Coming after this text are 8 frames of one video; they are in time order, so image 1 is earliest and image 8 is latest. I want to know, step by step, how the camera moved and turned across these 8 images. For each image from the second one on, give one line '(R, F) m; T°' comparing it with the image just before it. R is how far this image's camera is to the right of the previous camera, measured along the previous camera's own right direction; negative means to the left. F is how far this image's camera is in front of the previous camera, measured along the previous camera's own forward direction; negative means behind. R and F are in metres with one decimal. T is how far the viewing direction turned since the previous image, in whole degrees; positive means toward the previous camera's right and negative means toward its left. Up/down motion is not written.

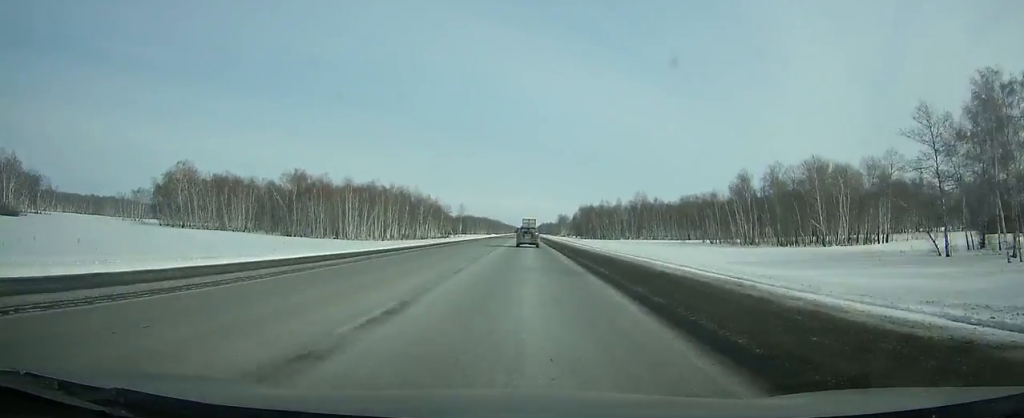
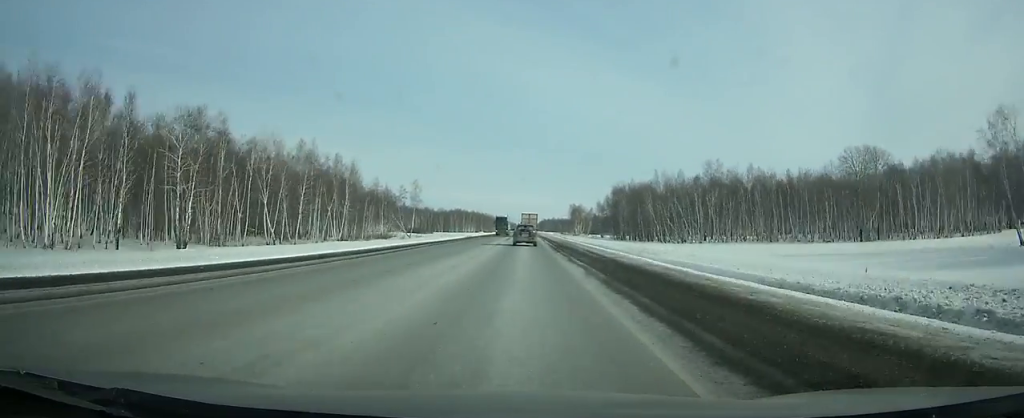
(+0.2, +111.0) m; 0°
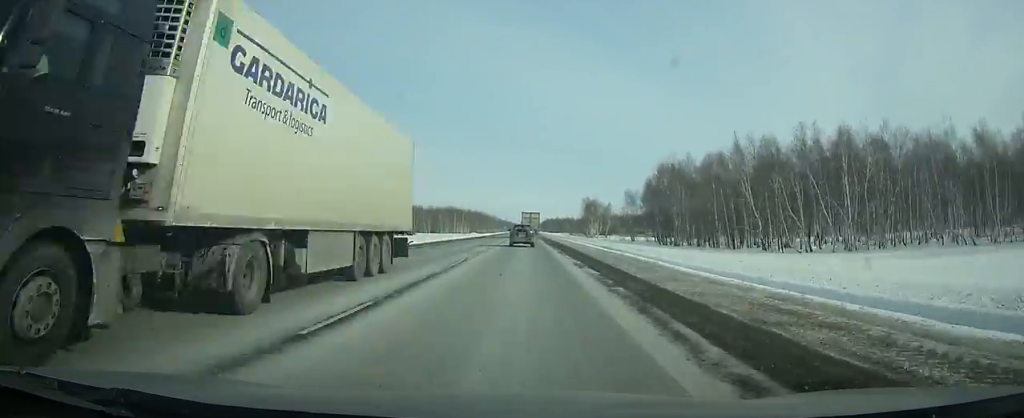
(+0.1, +57.9) m; 0°
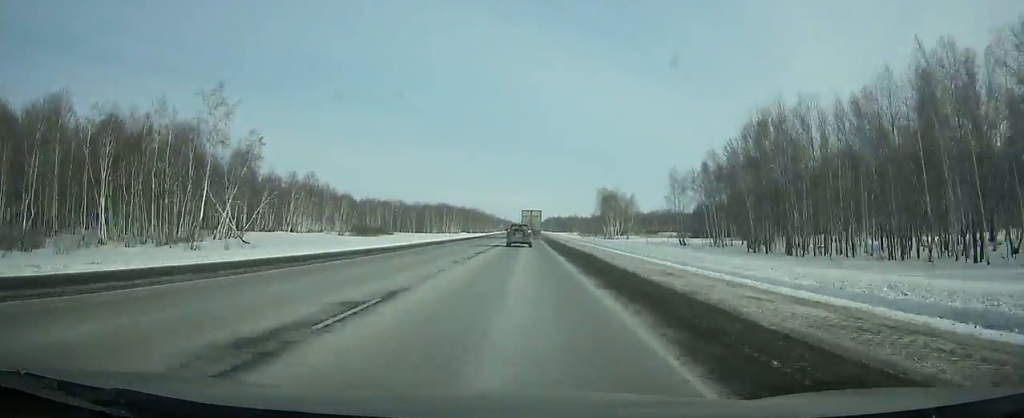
(-0.1, +47.3) m; 0°
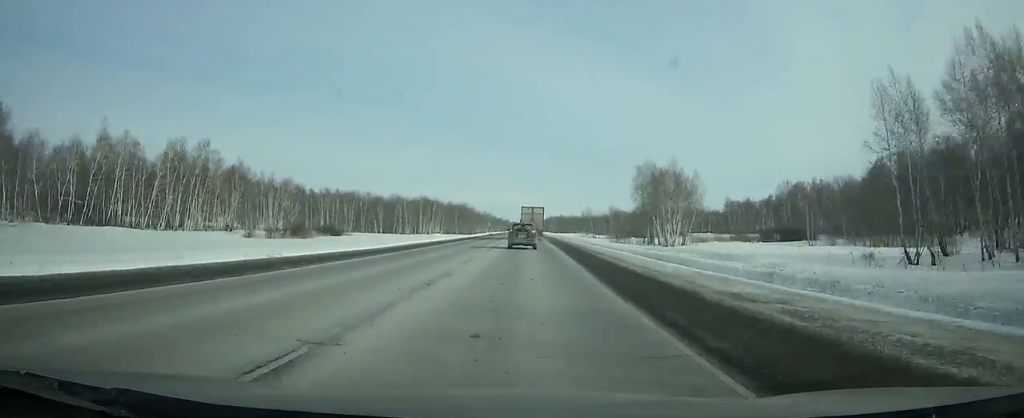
(-0.1, +63.6) m; 0°
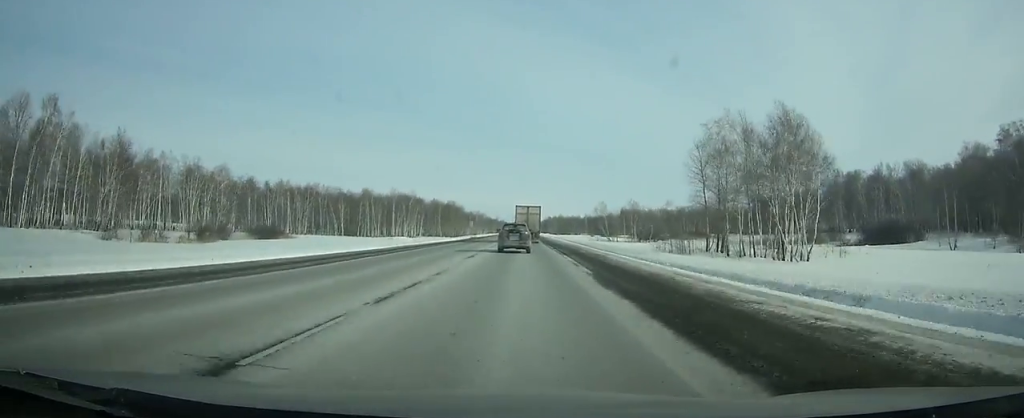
(0.0, +45.7) m; 0°
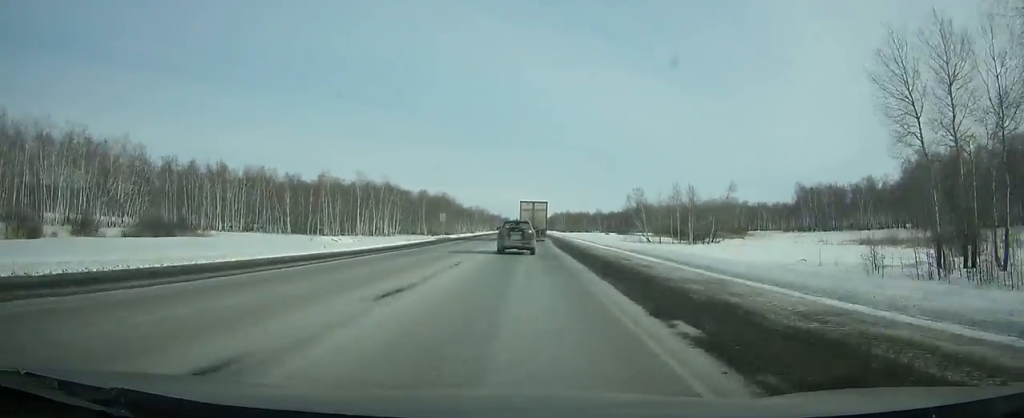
(-0.1, +46.4) m; 0°
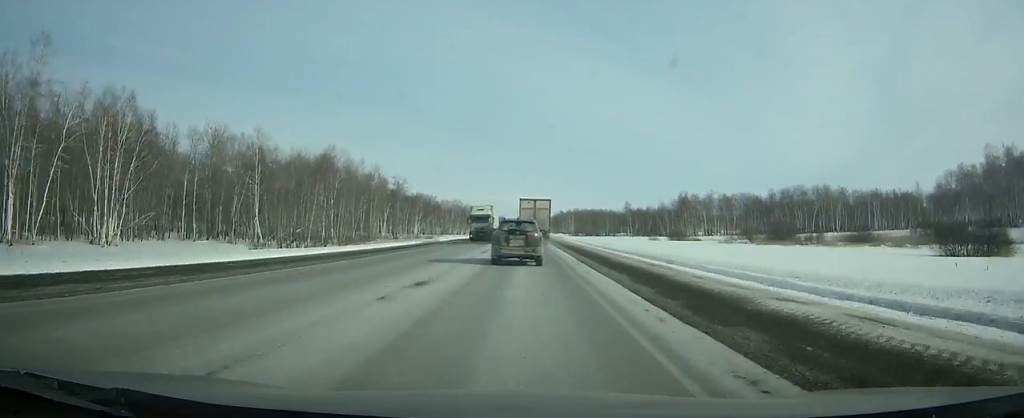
(0.0, +122.2) m; 0°
